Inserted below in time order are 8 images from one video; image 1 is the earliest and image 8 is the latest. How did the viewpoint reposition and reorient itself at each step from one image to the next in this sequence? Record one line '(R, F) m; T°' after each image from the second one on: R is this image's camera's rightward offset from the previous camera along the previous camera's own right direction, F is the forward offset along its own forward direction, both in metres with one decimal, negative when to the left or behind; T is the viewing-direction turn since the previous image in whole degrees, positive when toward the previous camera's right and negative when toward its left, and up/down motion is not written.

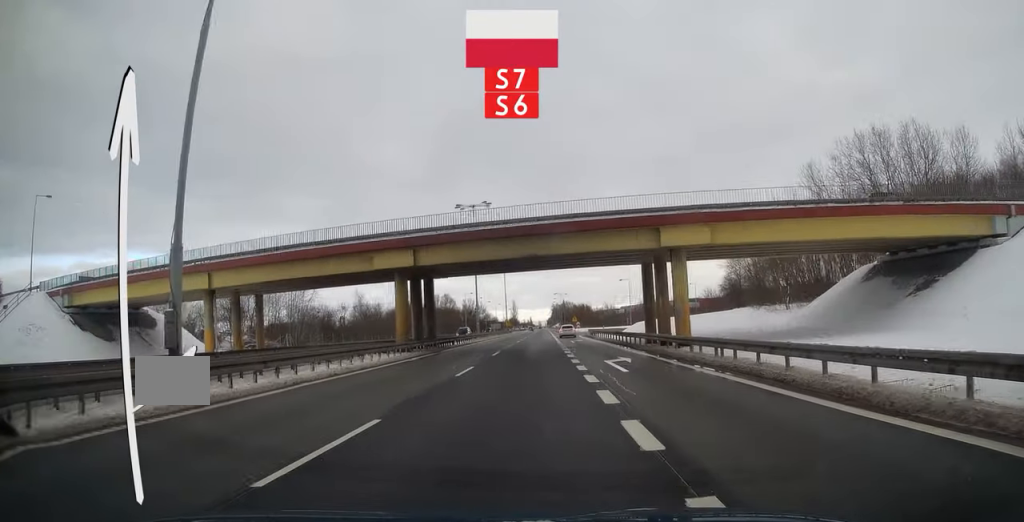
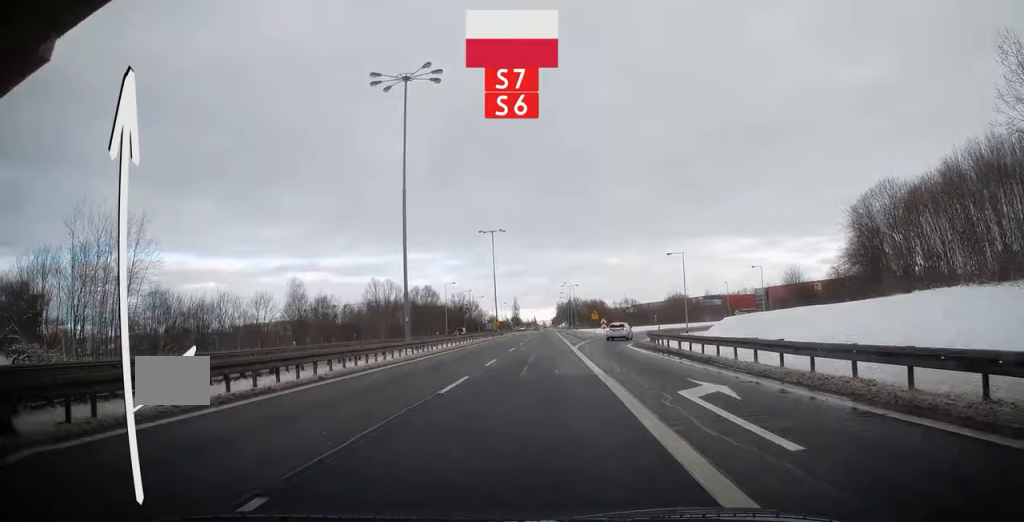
(-0.4, +40.9) m; -1°
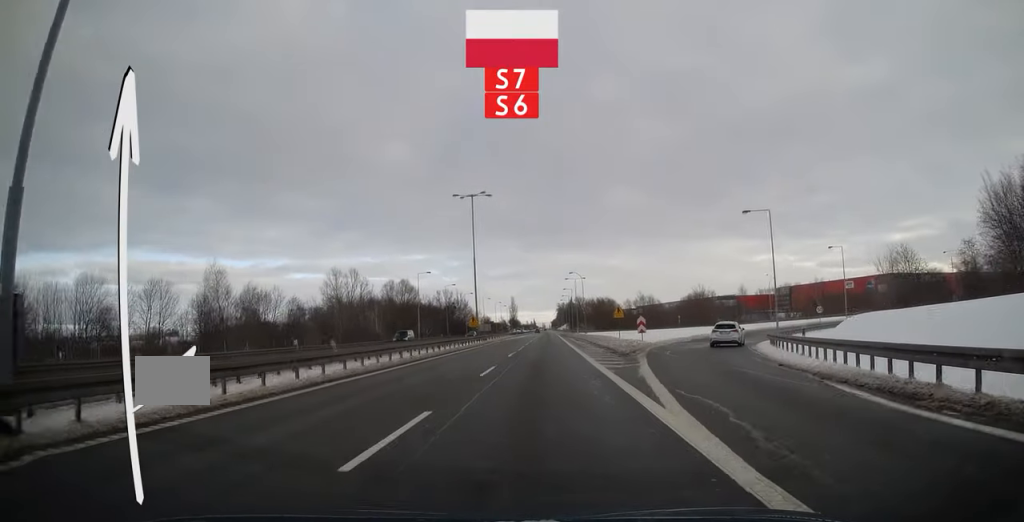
(0.0, +28.1) m; 0°
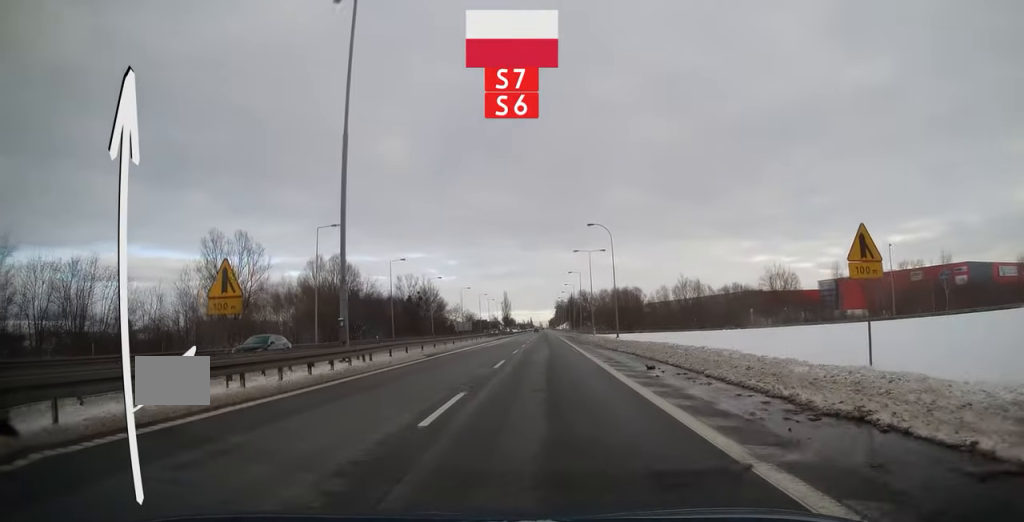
(0.0, +45.5) m; 0°
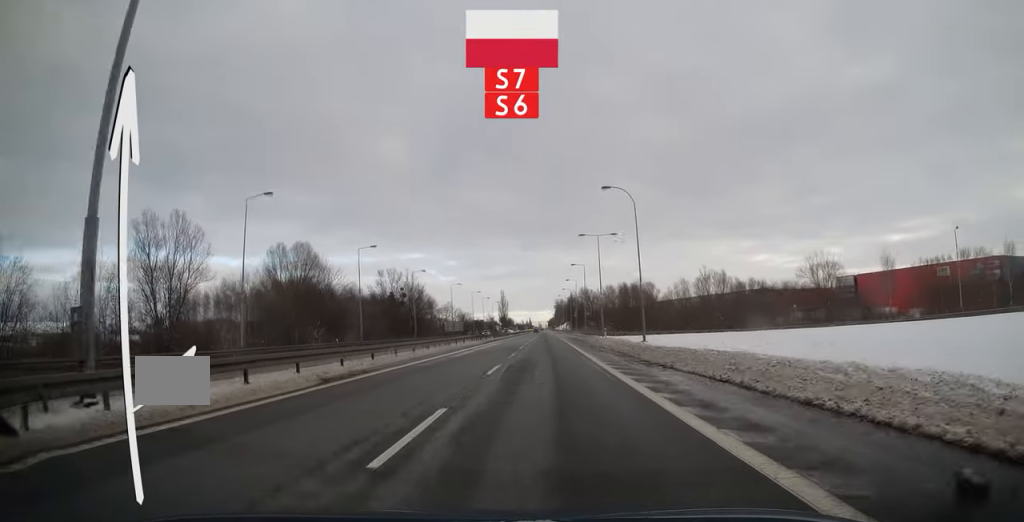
(0.0, +14.5) m; 0°
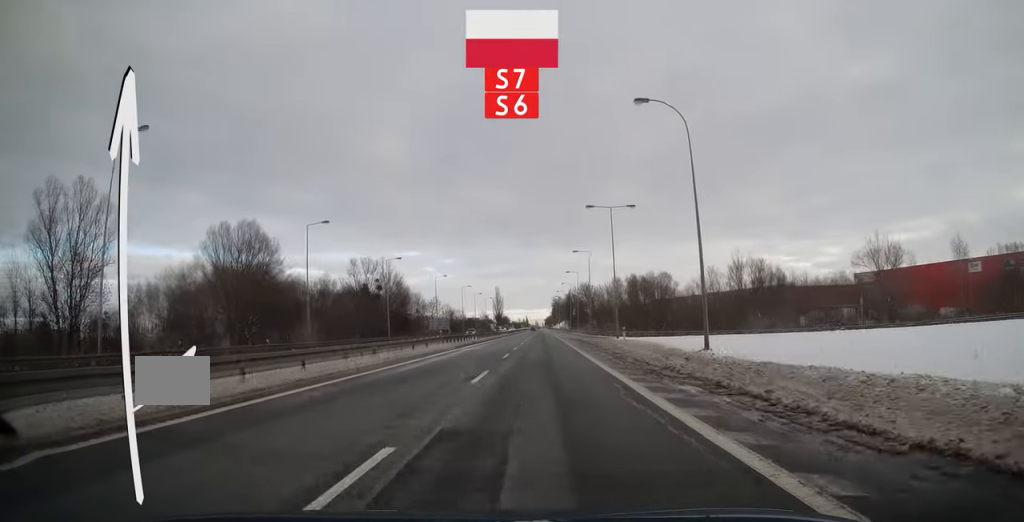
(0.0, +15.5) m; +1°
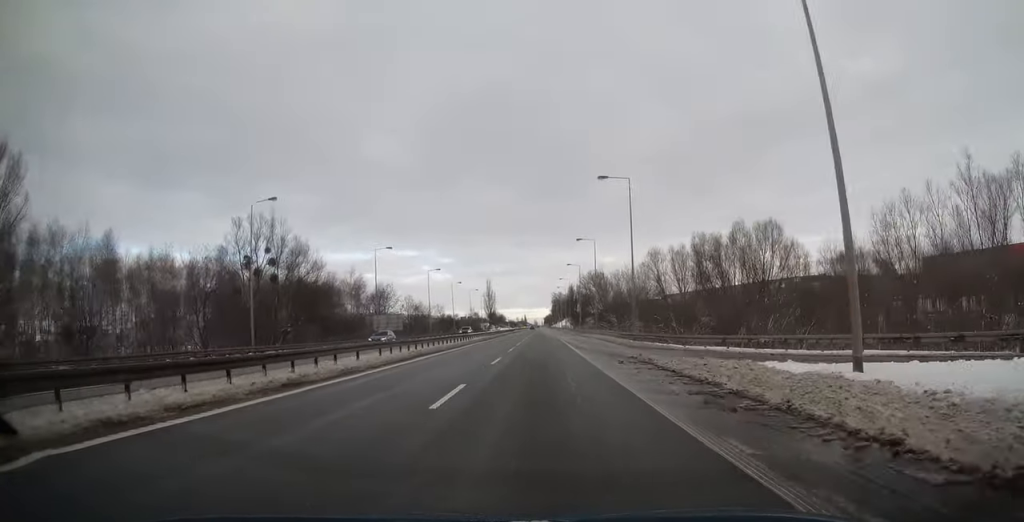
(+0.3, +40.6) m; 0°
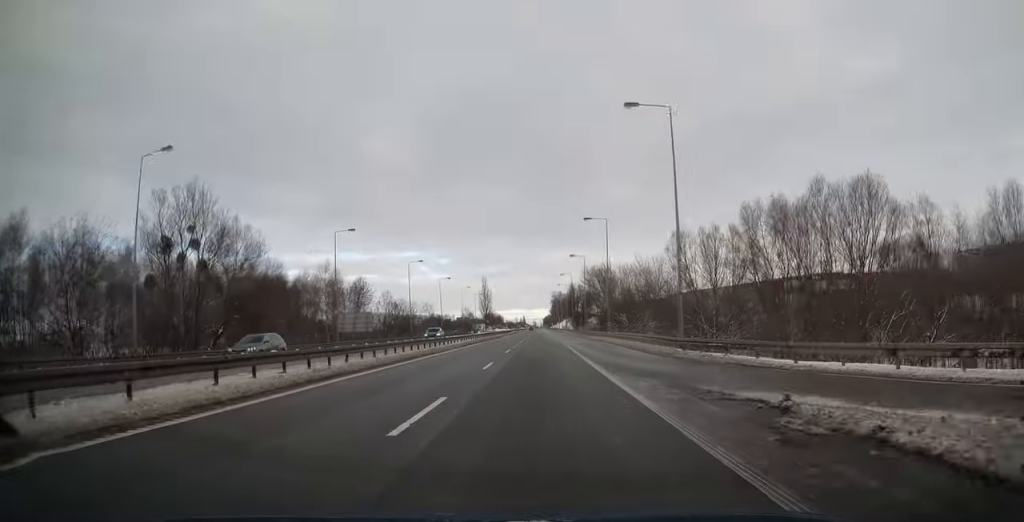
(-0.2, +14.5) m; 0°
